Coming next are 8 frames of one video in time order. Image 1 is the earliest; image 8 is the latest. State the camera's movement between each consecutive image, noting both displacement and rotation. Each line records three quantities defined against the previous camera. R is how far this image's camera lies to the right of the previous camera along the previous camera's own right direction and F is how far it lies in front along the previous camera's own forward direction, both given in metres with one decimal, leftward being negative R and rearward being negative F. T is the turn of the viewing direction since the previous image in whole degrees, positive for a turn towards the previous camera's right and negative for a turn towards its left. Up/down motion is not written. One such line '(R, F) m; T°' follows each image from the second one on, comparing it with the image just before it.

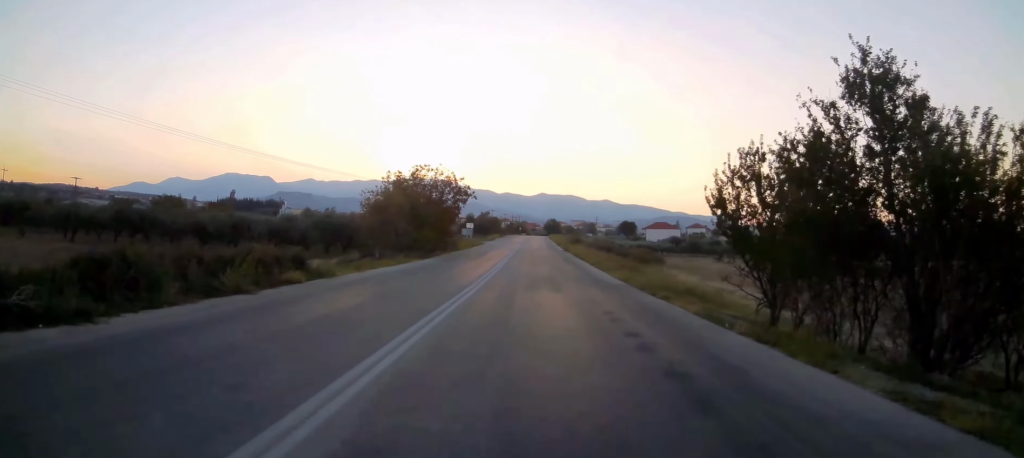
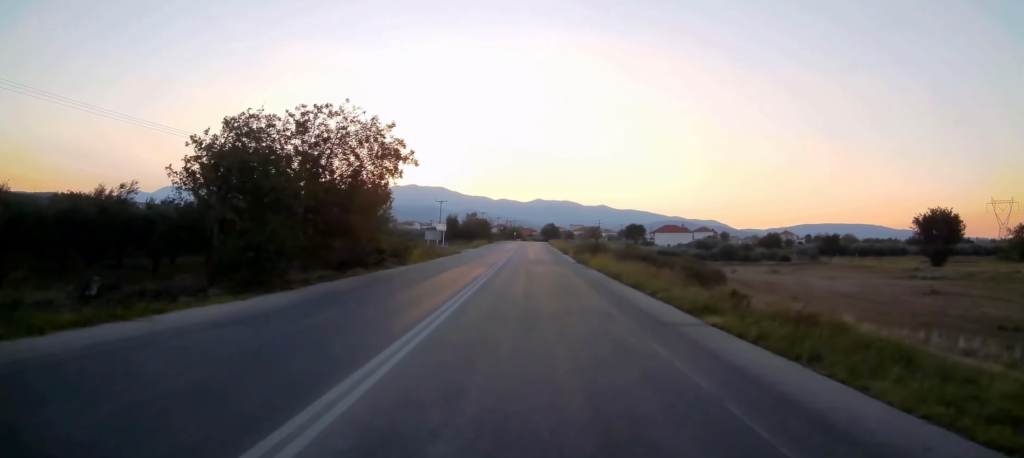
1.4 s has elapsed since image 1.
(+0.4, +25.5) m; +1°
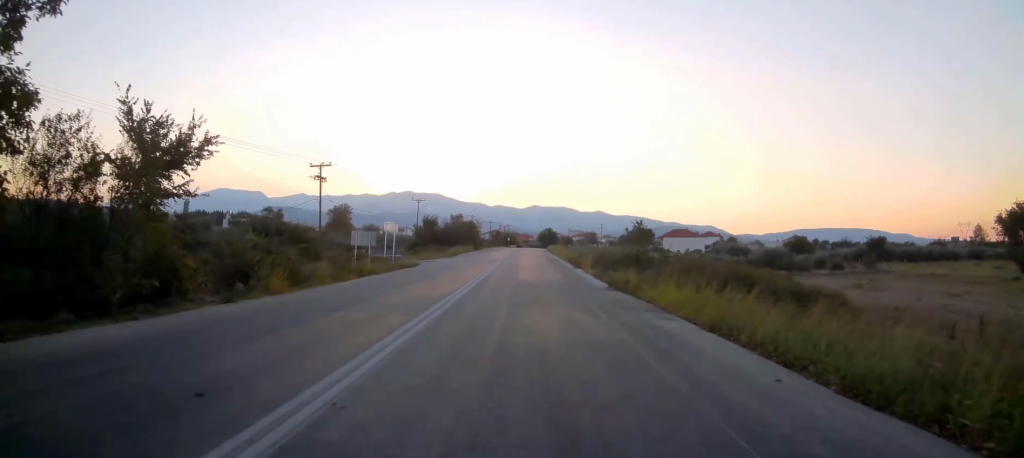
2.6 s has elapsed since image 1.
(-0.3, +22.0) m; -1°
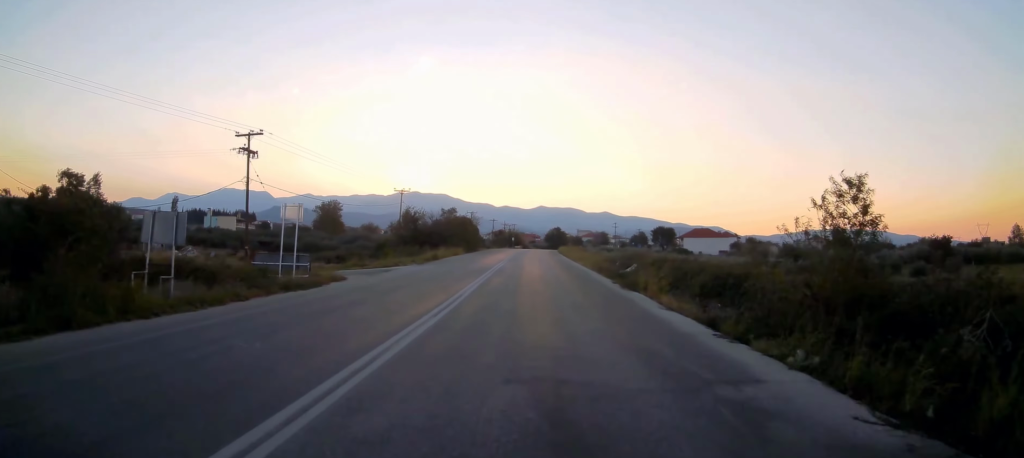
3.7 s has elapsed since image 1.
(0.0, +20.2) m; 0°
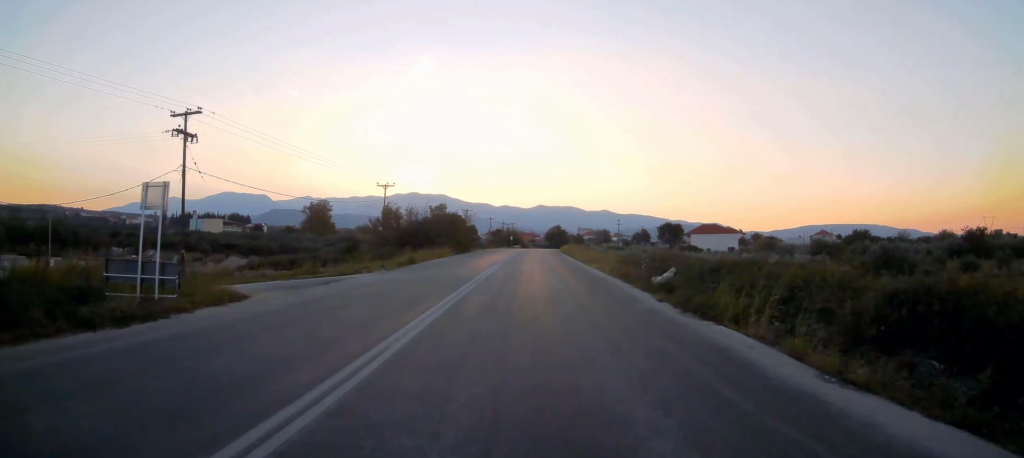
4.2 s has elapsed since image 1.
(0.0, +9.7) m; 0°
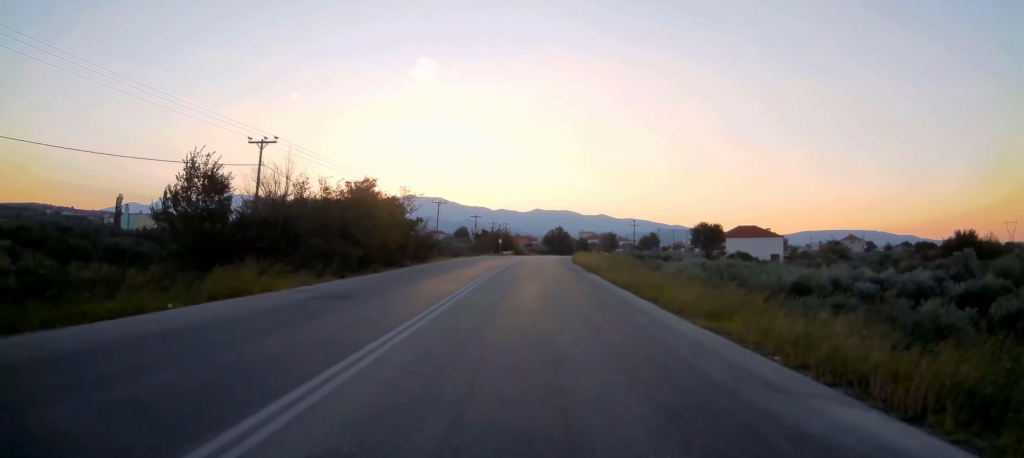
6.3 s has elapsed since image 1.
(0.0, +37.5) m; 0°
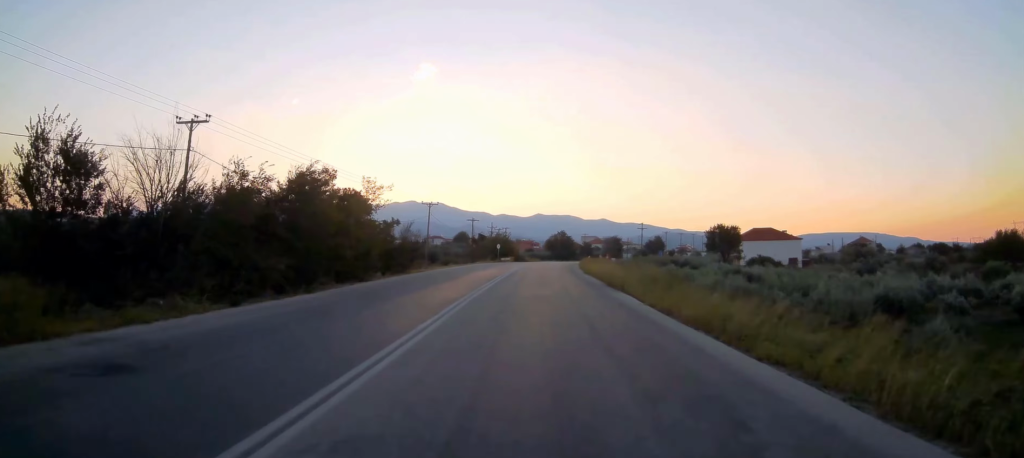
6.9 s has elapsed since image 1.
(0.0, +10.0) m; 0°
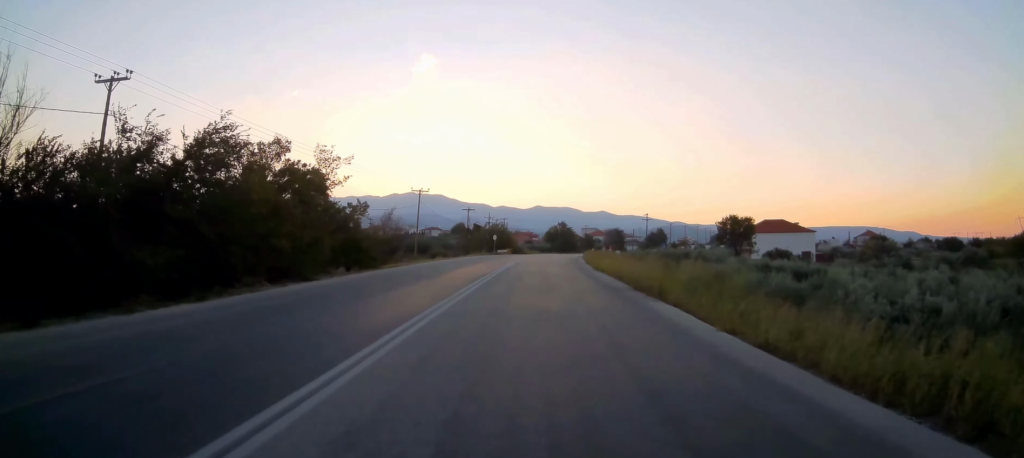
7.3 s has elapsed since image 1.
(+0.1, +7.6) m; 0°
